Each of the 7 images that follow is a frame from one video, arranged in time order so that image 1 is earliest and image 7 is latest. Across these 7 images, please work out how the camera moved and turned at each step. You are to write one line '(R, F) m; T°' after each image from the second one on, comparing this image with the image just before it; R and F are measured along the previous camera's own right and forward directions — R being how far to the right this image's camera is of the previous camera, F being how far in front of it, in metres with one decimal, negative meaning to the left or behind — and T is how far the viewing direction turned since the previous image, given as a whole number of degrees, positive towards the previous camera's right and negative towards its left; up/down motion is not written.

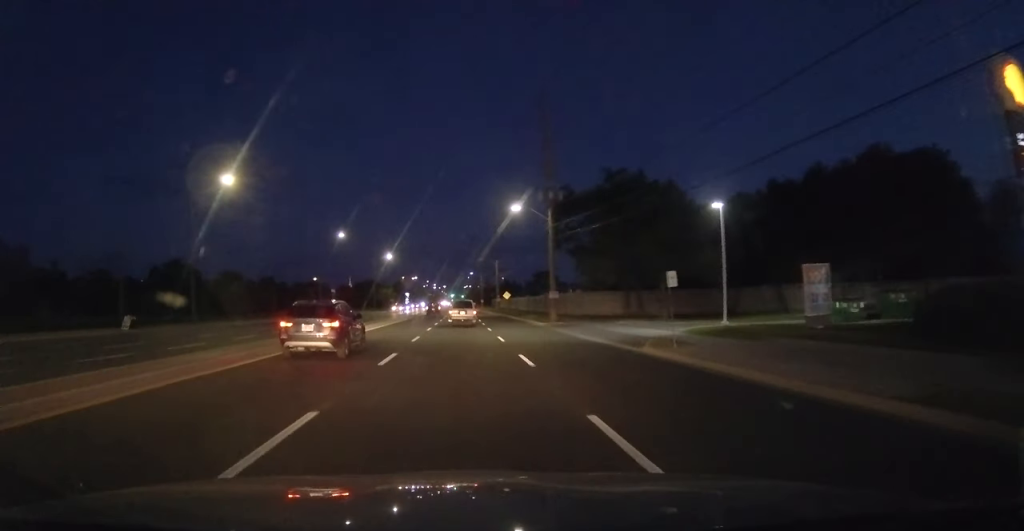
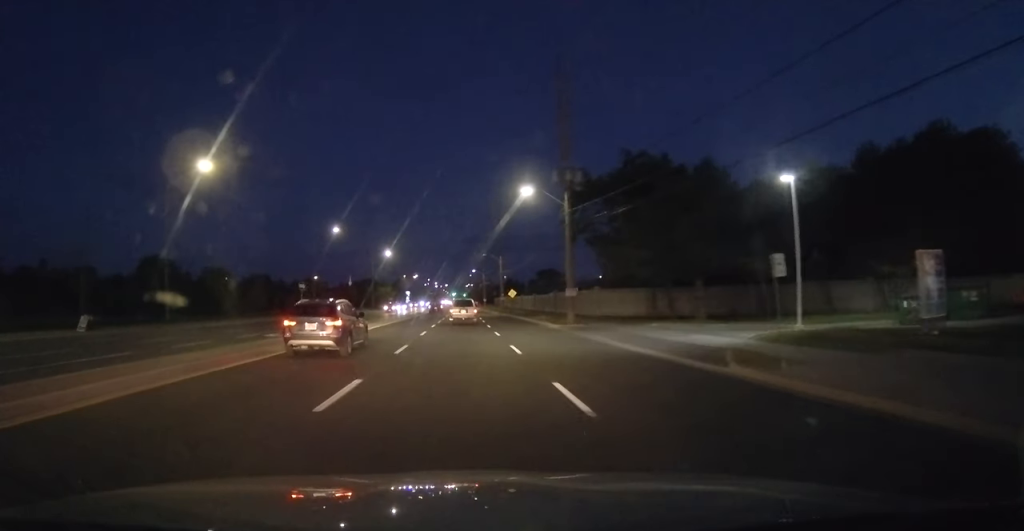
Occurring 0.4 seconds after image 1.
(0.0, +5.9) m; 0°
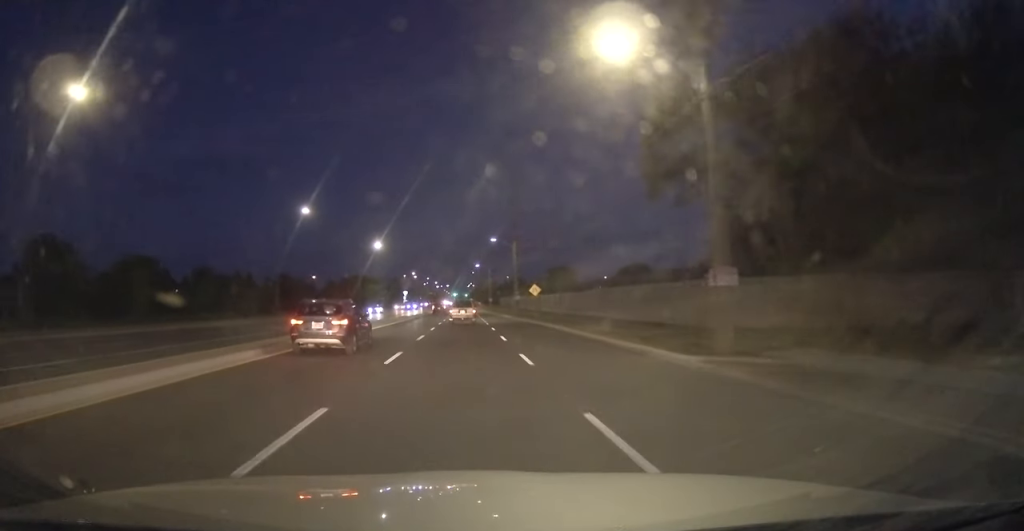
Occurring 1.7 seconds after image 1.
(0.0, +20.4) m; 0°
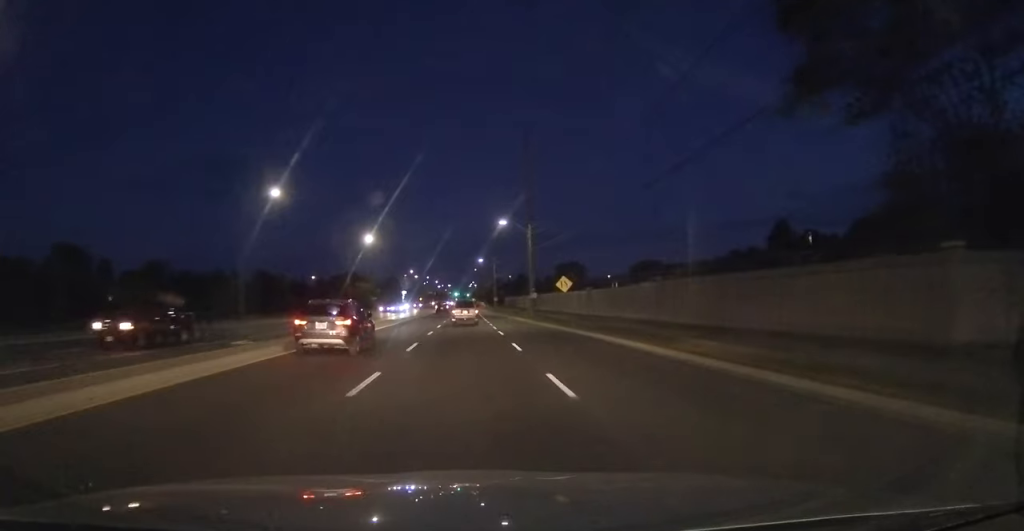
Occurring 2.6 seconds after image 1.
(0.0, +13.7) m; 0°
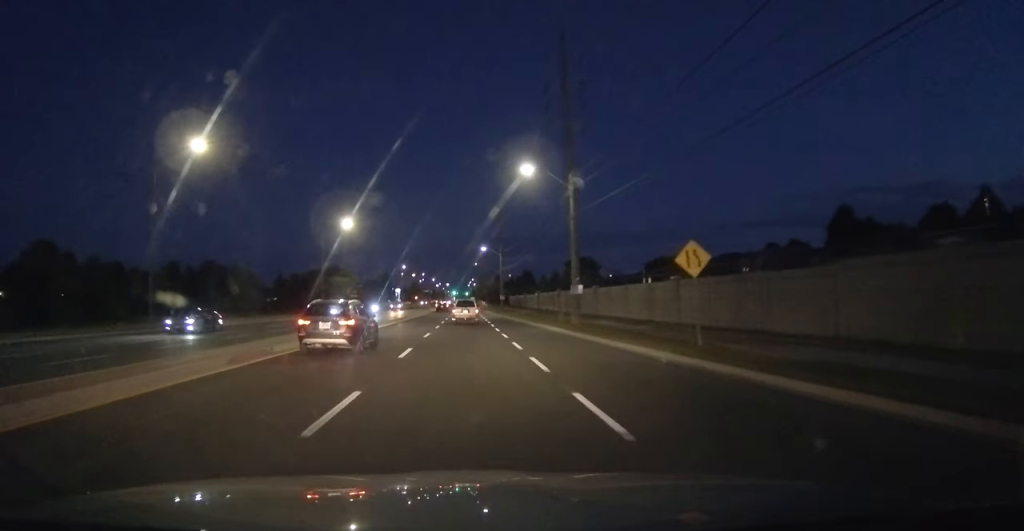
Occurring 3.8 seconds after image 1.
(0.0, +20.7) m; 0°
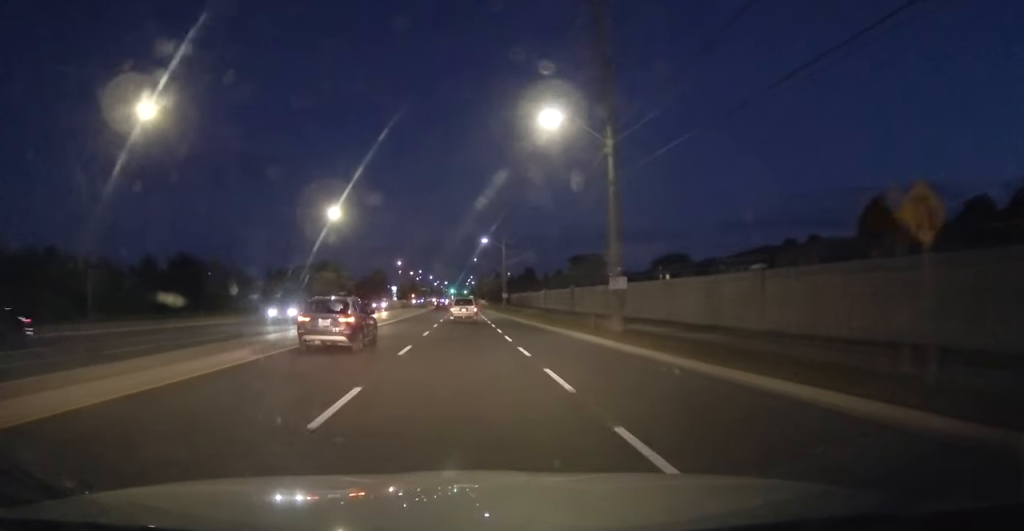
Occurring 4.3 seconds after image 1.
(0.0, +8.4) m; 0°
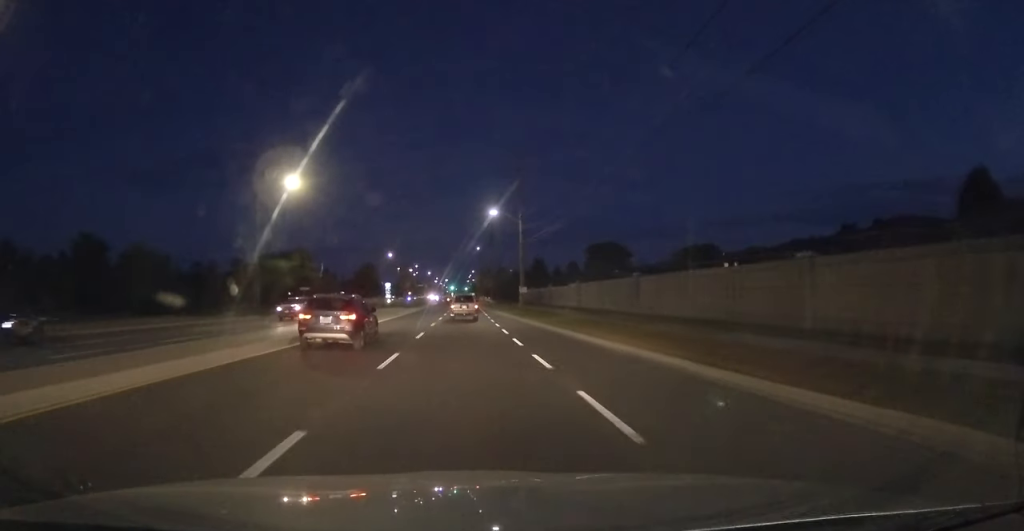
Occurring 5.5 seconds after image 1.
(0.0, +21.3) m; 0°
